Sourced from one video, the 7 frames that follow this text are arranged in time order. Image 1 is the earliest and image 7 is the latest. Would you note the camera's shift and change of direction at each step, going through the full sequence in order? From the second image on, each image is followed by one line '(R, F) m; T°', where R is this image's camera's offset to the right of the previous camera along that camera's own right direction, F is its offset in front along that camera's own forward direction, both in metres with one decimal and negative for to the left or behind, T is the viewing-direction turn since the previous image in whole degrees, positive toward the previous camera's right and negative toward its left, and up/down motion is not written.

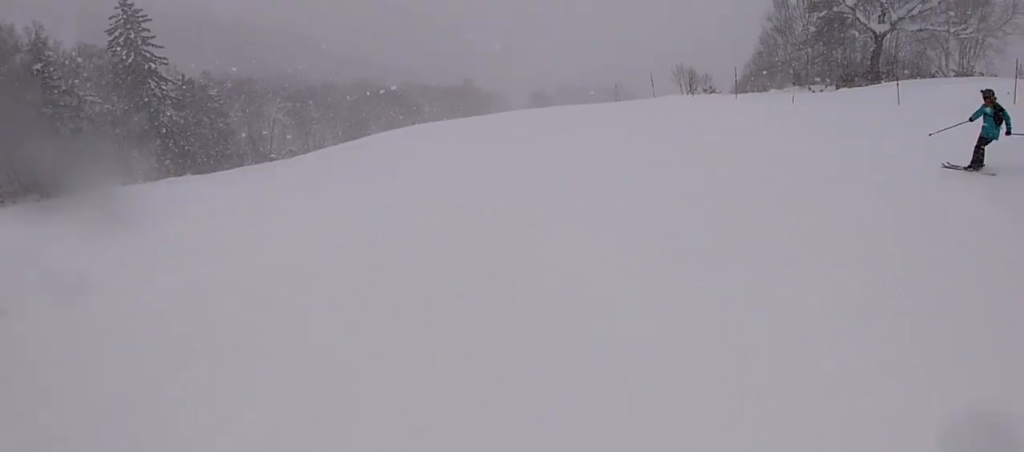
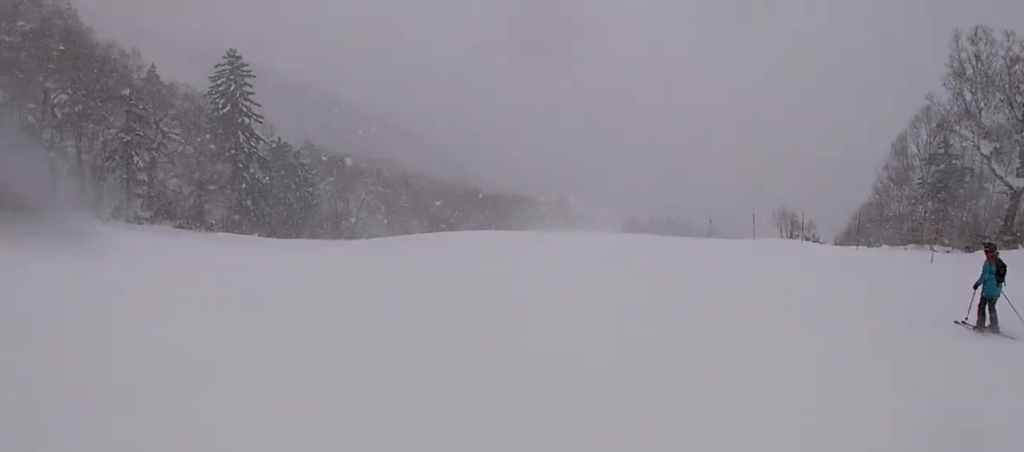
(0.0, +5.9) m; -3°
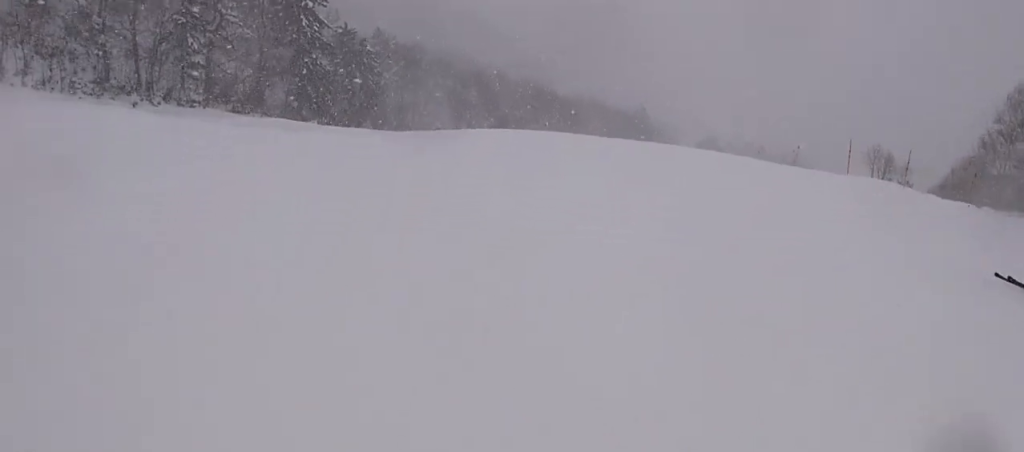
(0.0, +2.7) m; -3°
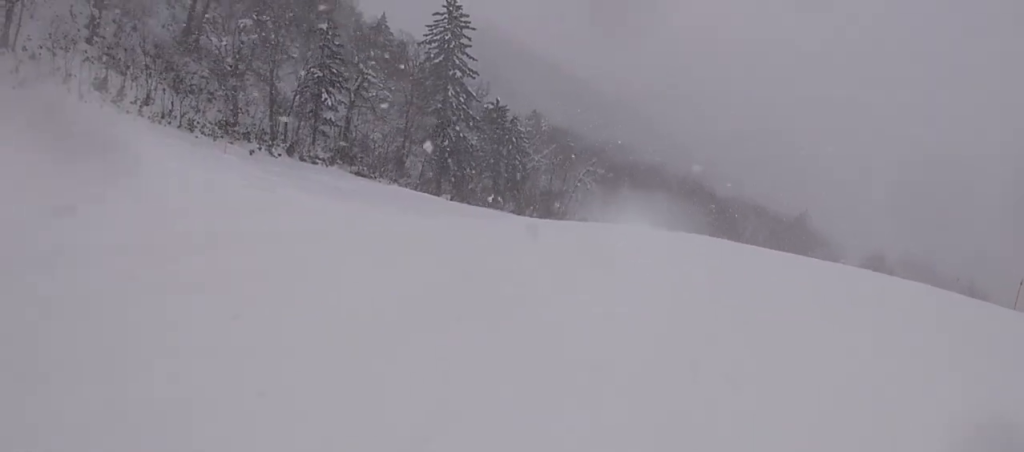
(-0.6, +6.9) m; -3°
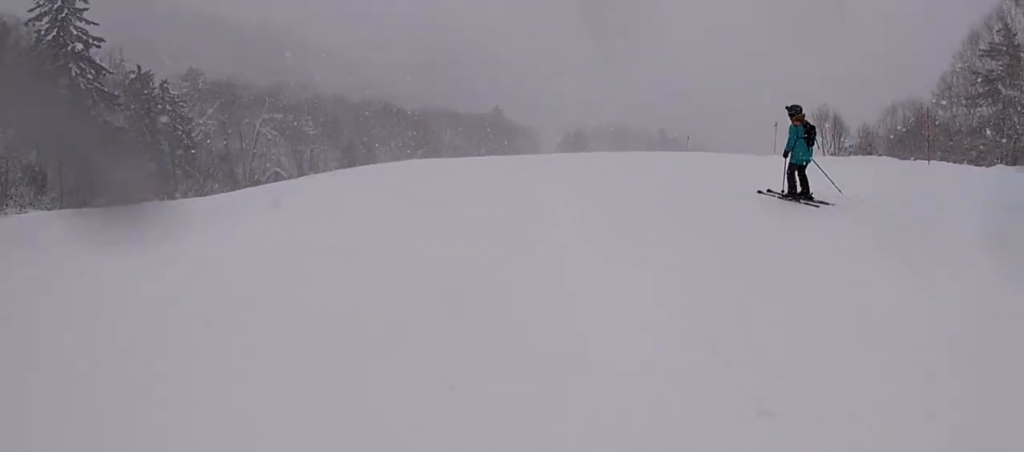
(+0.6, +6.1) m; +14°
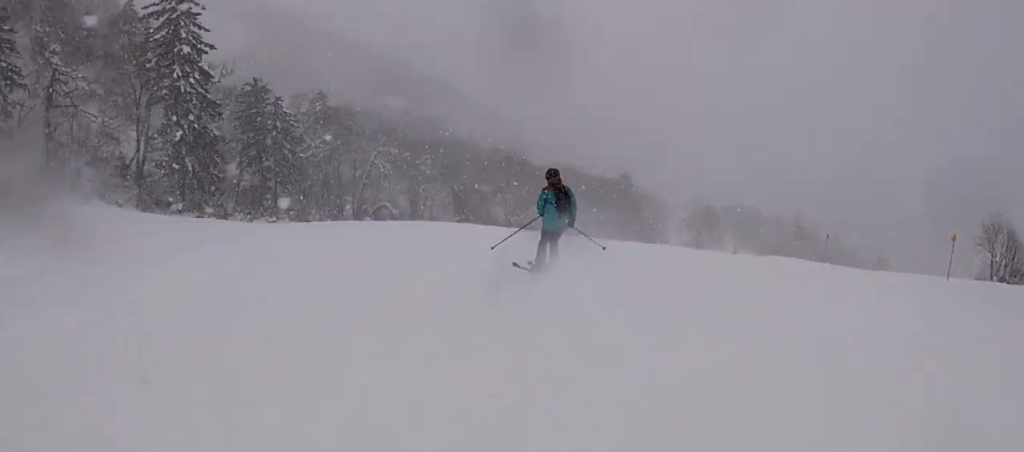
(+0.4, +7.0) m; -9°
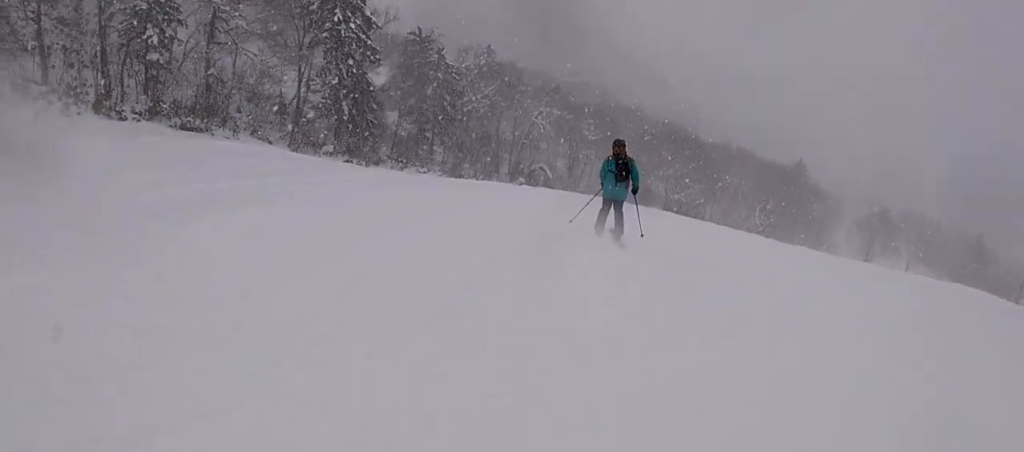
(-0.5, +2.9) m; -7°
